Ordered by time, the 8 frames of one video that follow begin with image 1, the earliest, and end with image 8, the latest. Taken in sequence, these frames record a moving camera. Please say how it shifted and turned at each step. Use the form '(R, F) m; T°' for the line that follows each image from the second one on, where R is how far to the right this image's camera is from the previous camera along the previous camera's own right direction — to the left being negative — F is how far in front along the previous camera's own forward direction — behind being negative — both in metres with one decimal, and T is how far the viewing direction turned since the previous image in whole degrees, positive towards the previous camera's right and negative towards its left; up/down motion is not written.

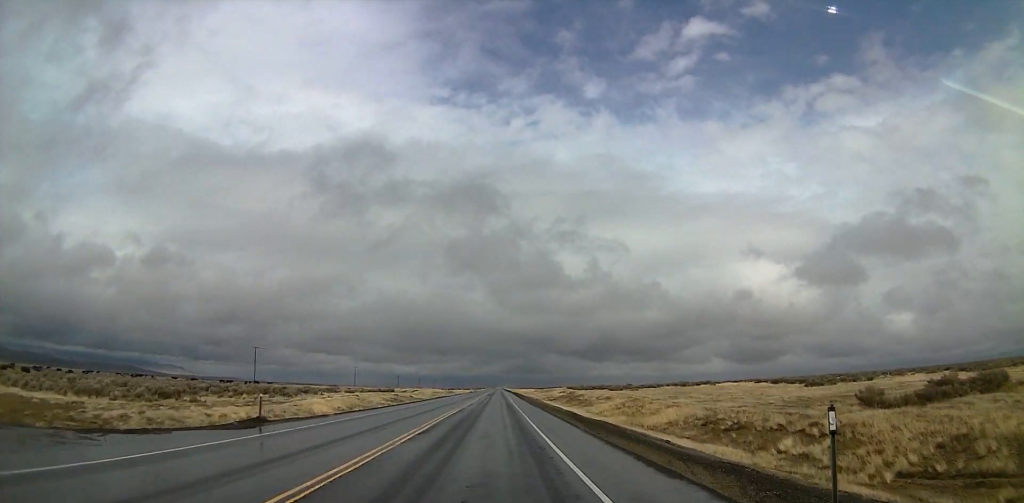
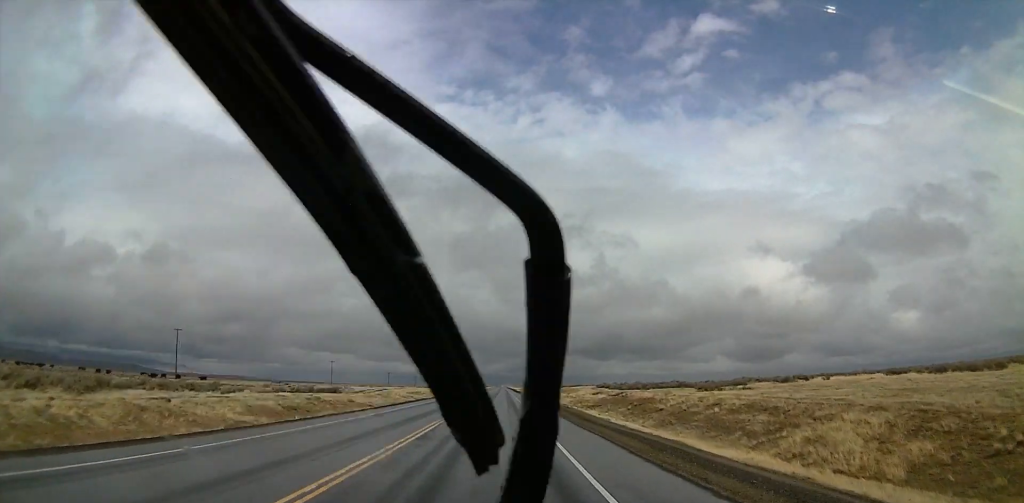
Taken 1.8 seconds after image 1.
(0.0, +38.8) m; 0°
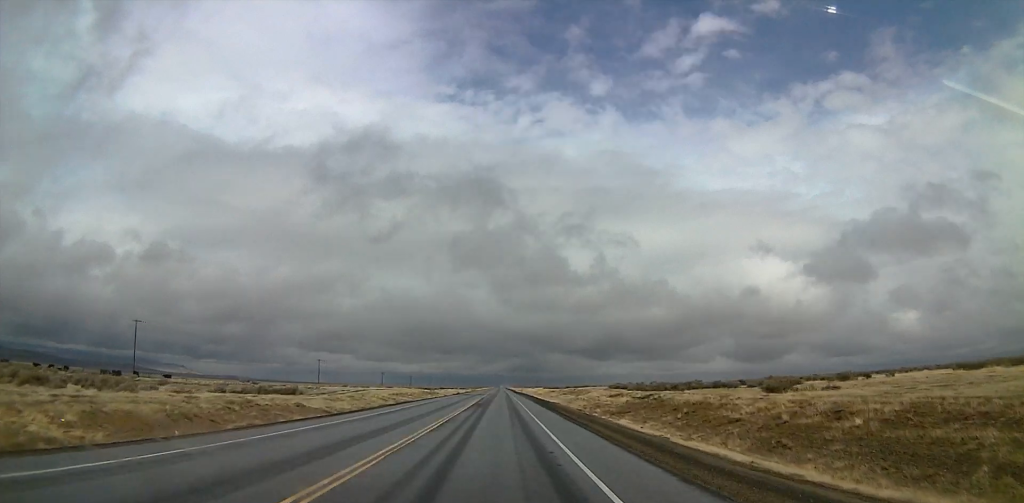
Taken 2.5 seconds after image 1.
(0.0, +13.1) m; +1°
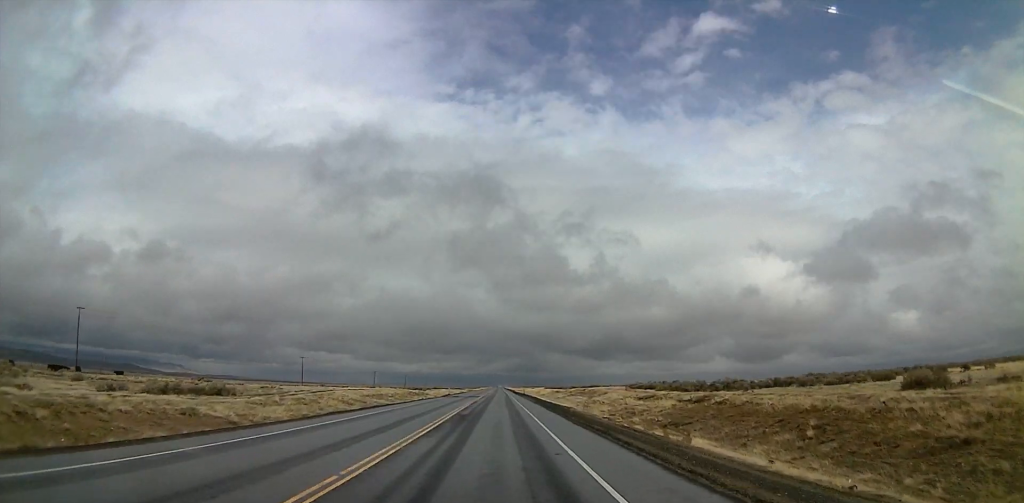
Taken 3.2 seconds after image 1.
(+0.1, +15.6) m; +1°
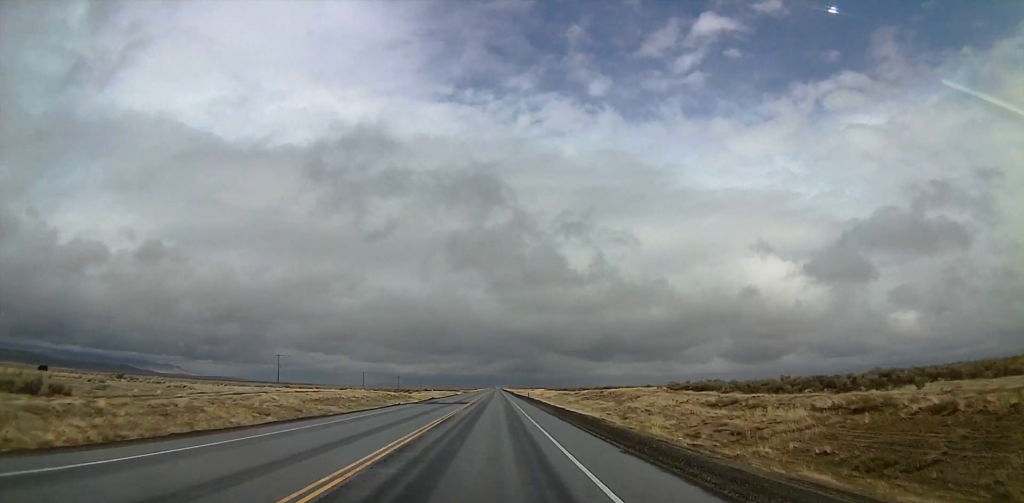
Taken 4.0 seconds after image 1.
(+0.3, +21.8) m; +1°
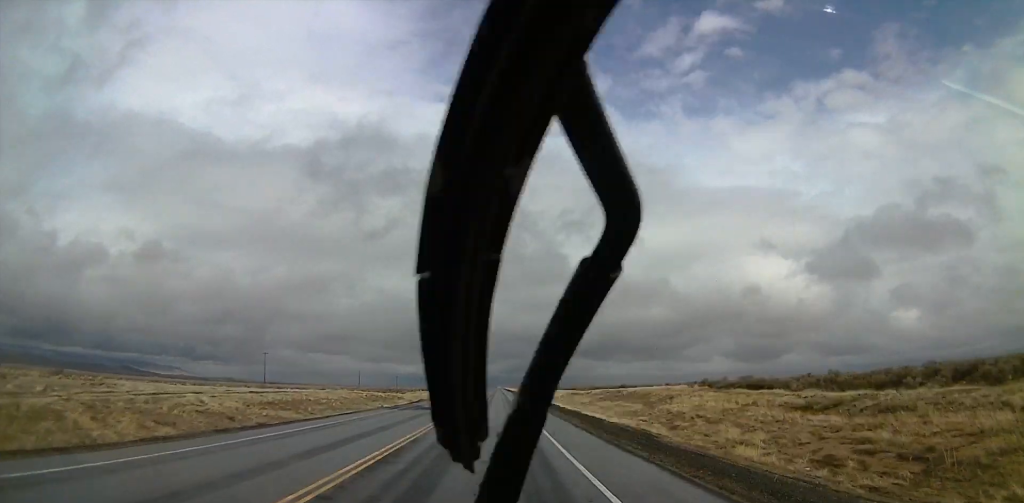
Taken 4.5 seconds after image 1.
(+0.3, +14.5) m; 0°
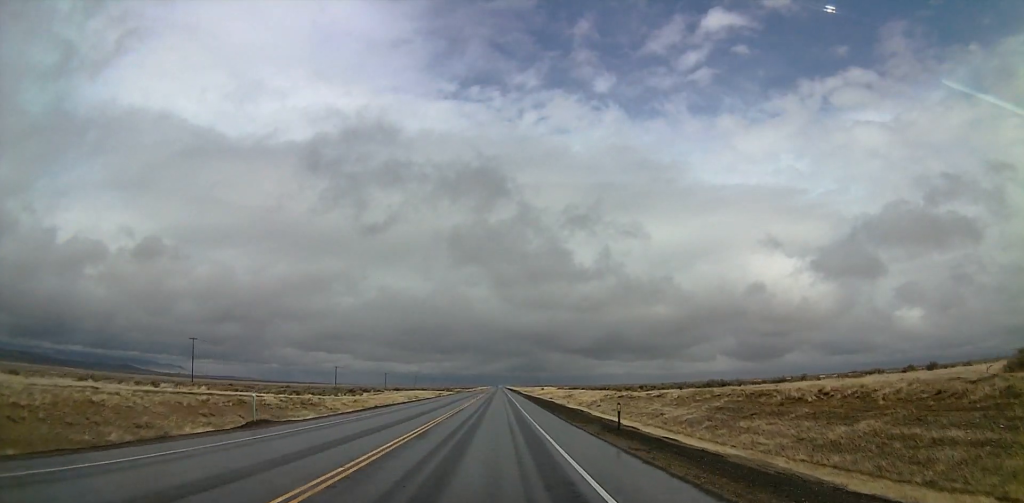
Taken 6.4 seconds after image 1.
(-1.3, +57.6) m; -2°
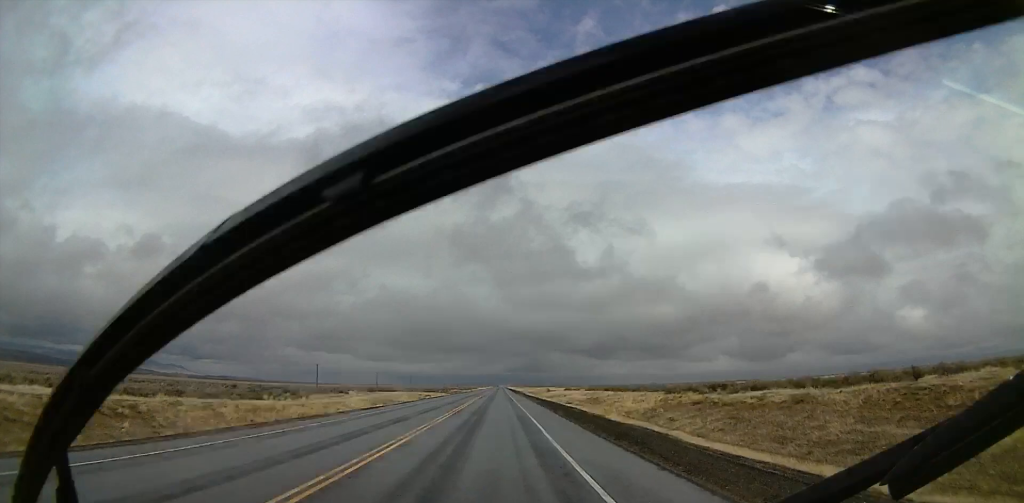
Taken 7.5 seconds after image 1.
(+0.1, +33.9) m; 0°
